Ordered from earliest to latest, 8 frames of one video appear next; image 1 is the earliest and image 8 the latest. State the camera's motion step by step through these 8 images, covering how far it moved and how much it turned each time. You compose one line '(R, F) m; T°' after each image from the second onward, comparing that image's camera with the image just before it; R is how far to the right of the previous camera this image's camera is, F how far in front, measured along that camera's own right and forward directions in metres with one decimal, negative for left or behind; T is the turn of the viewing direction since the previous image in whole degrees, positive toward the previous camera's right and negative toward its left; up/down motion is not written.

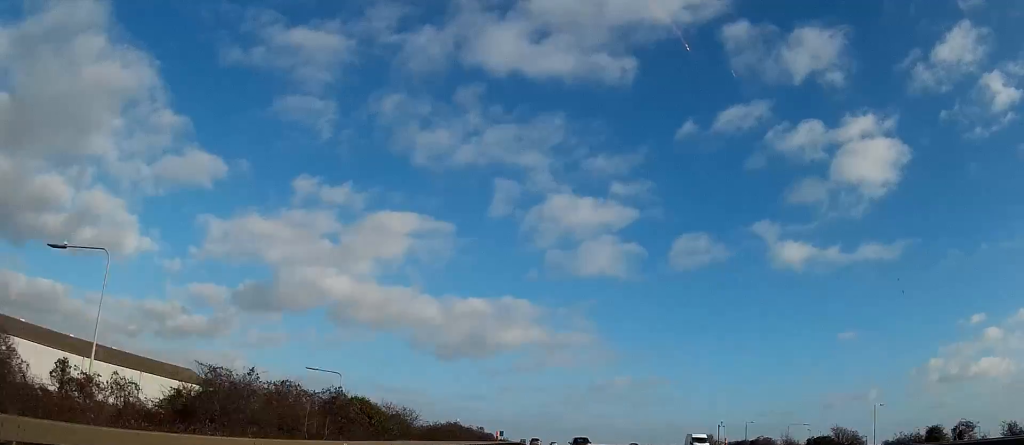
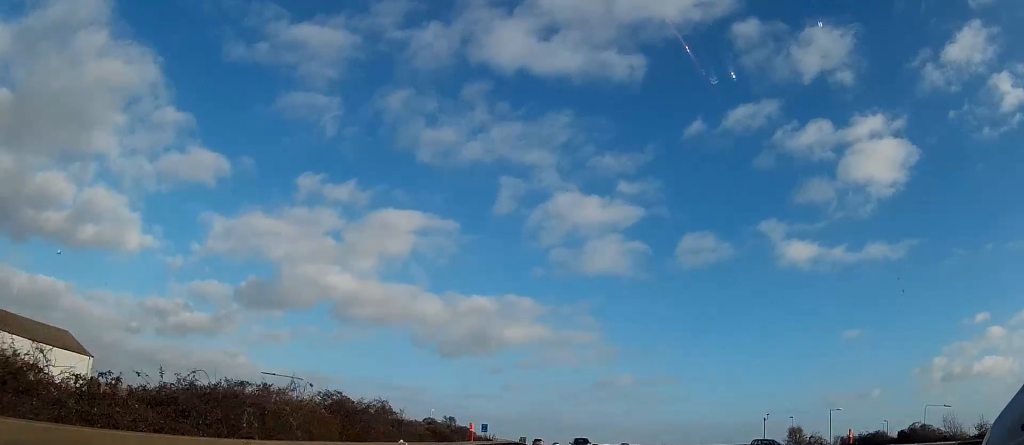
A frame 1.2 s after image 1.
(-1.1, +37.3) m; -2°
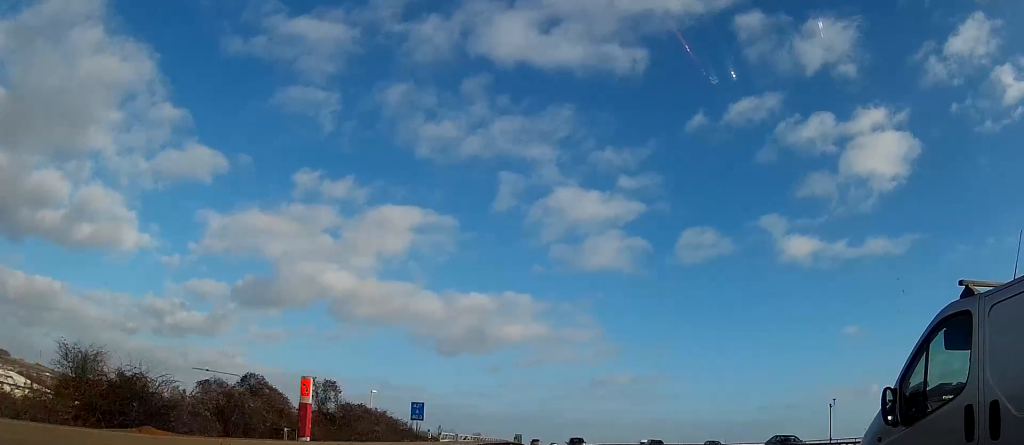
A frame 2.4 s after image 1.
(+0.2, +36.6) m; +1°
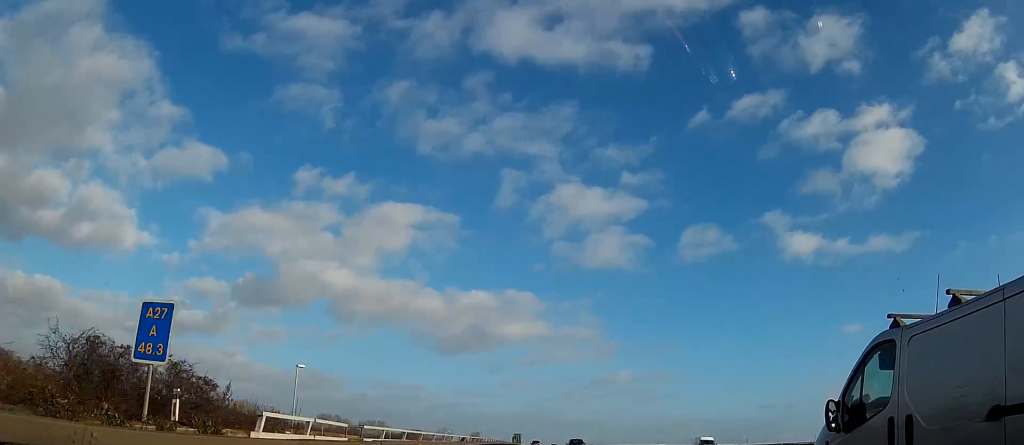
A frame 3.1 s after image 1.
(+0.2, +22.2) m; 0°
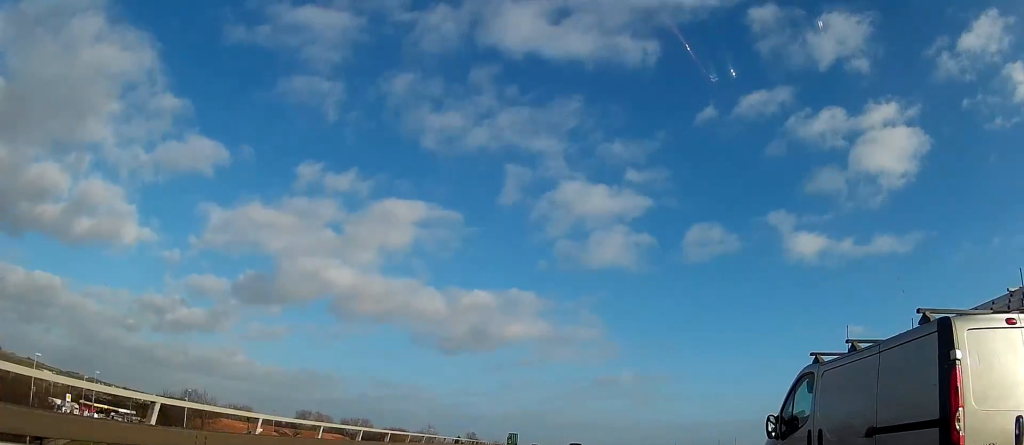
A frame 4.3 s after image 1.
(0.0, +34.3) m; 0°
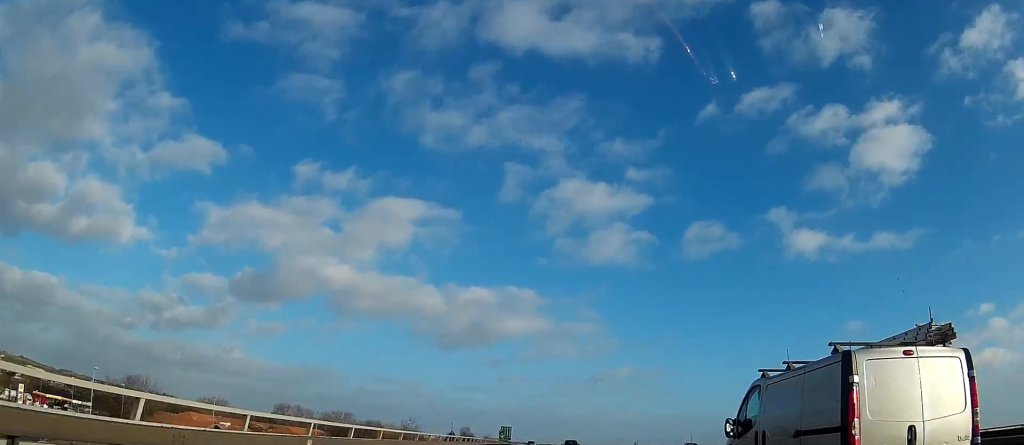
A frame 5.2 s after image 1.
(0.0, +28.1) m; 0°
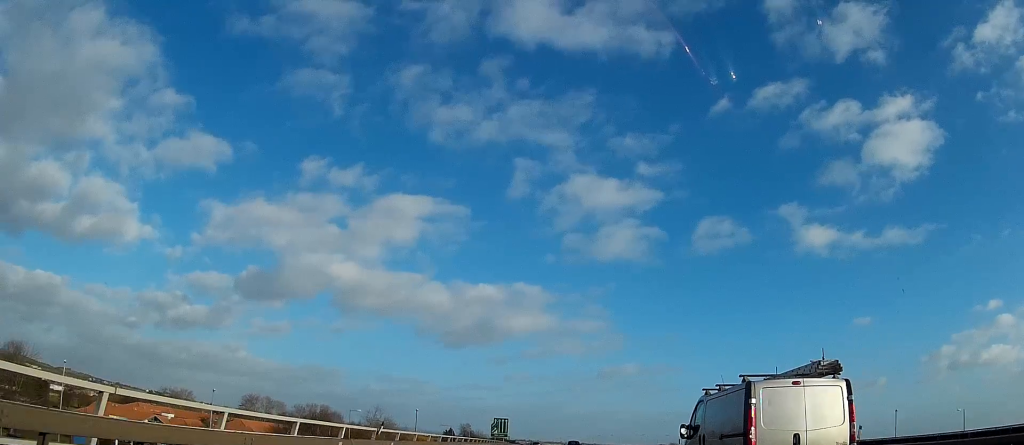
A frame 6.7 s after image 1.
(0.0, +45.8) m; 0°
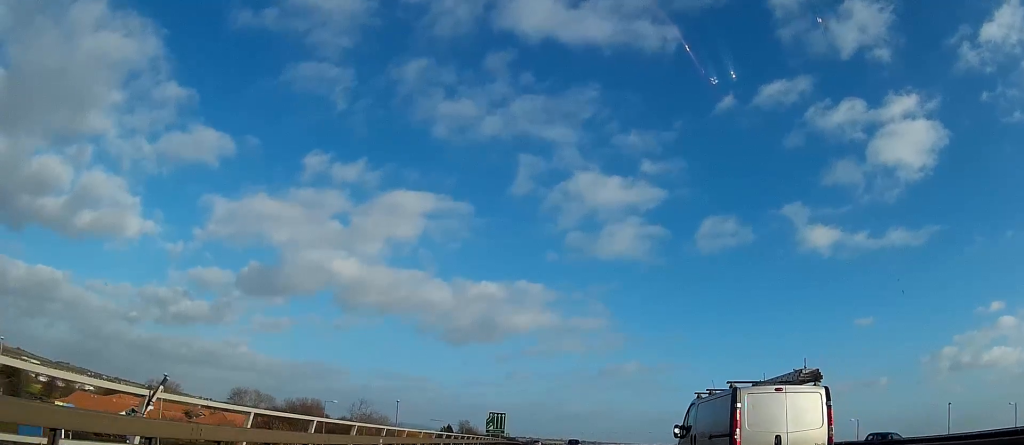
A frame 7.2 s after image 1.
(0.0, +13.0) m; 0°
